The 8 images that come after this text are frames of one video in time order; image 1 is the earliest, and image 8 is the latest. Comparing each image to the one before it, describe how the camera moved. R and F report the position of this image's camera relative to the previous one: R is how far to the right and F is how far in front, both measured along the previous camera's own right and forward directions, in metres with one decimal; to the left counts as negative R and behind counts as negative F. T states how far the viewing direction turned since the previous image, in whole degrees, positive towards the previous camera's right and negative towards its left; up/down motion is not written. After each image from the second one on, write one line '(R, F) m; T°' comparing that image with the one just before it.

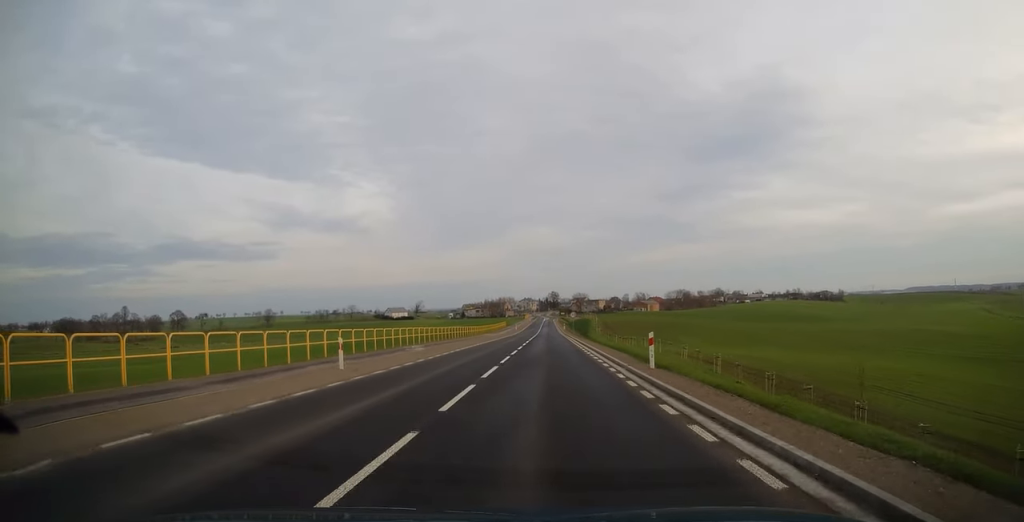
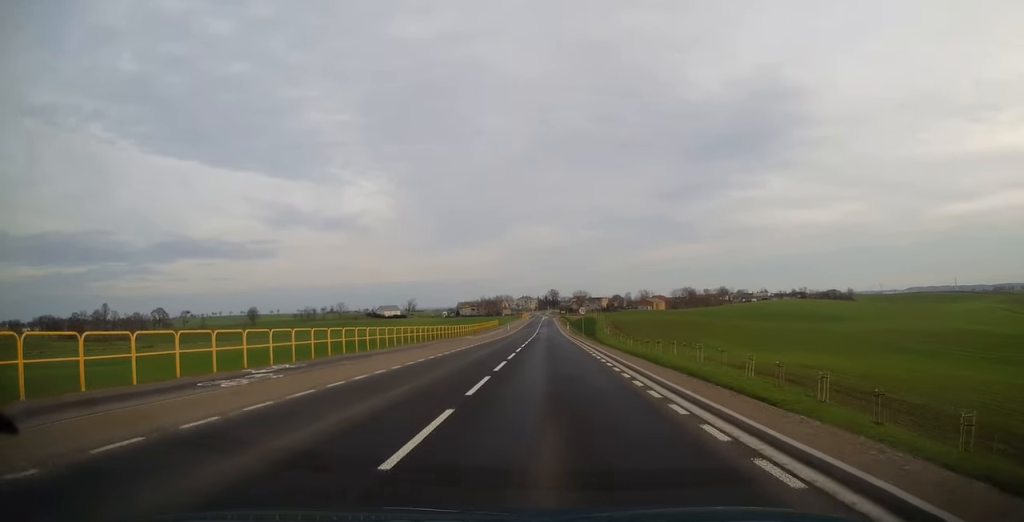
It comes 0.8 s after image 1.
(+0.2, +22.2) m; 0°
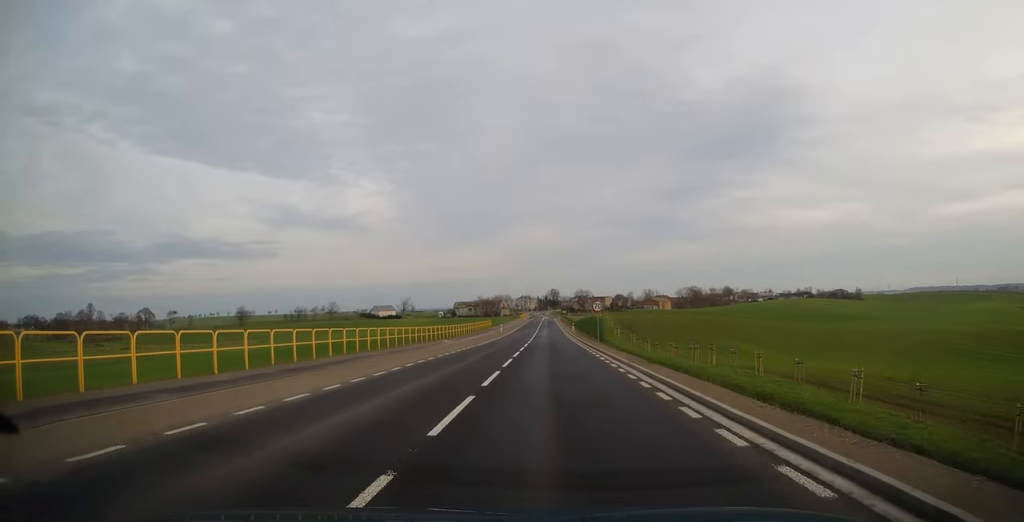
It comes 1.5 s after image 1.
(+0.1, +16.8) m; 0°
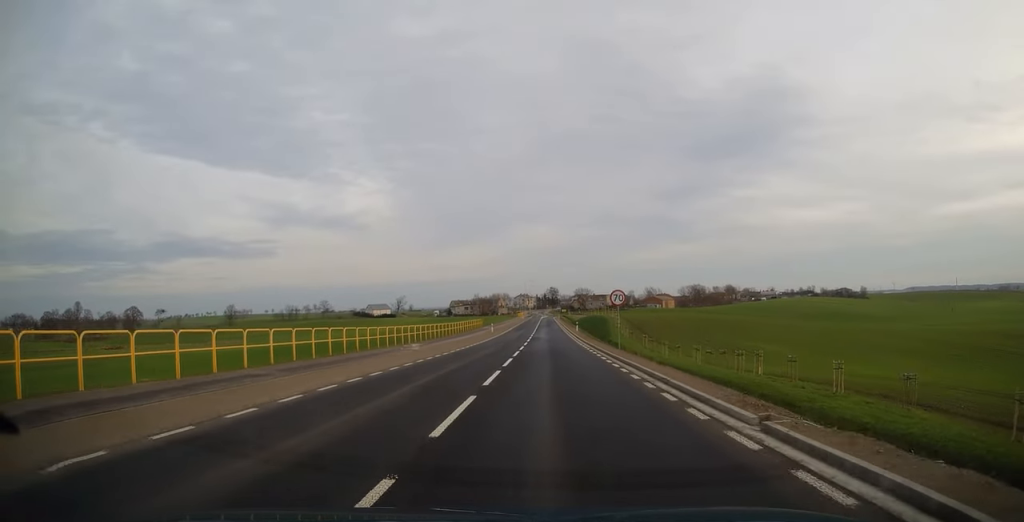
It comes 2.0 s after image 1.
(-0.2, +12.8) m; 0°
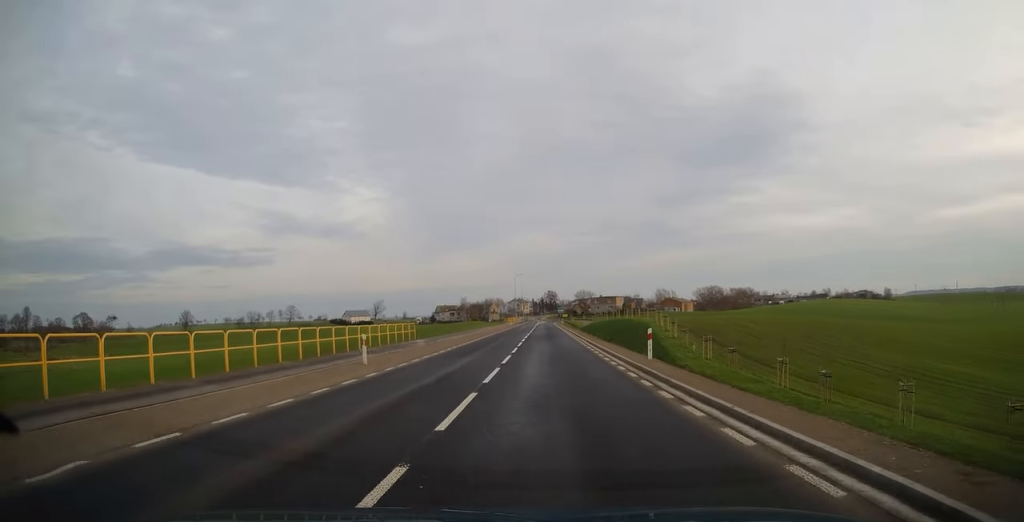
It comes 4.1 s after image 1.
(+0.6, +50.1) m; +1°
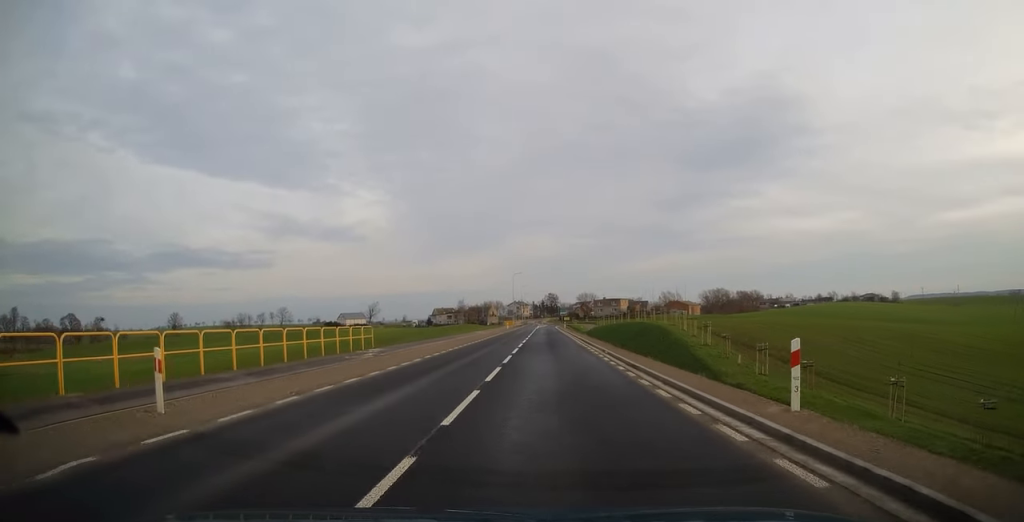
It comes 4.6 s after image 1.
(0.0, +12.3) m; 0°
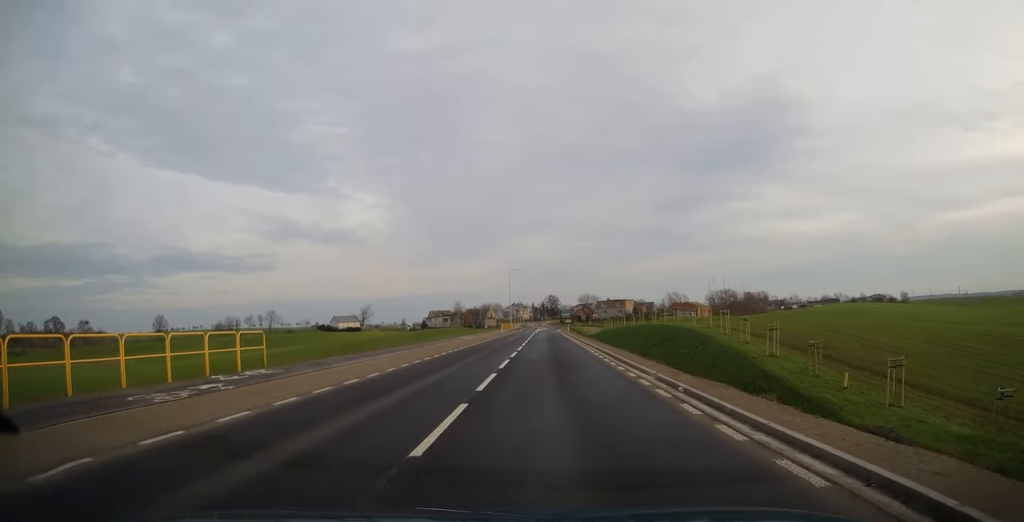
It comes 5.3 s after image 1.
(-0.1, +14.9) m; 0°
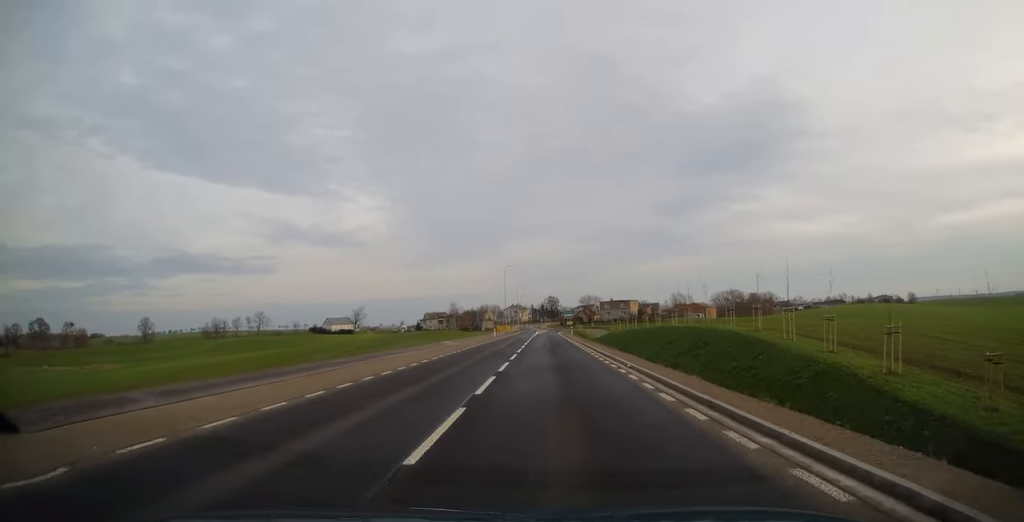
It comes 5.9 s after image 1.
(+0.1, +13.0) m; +1°
